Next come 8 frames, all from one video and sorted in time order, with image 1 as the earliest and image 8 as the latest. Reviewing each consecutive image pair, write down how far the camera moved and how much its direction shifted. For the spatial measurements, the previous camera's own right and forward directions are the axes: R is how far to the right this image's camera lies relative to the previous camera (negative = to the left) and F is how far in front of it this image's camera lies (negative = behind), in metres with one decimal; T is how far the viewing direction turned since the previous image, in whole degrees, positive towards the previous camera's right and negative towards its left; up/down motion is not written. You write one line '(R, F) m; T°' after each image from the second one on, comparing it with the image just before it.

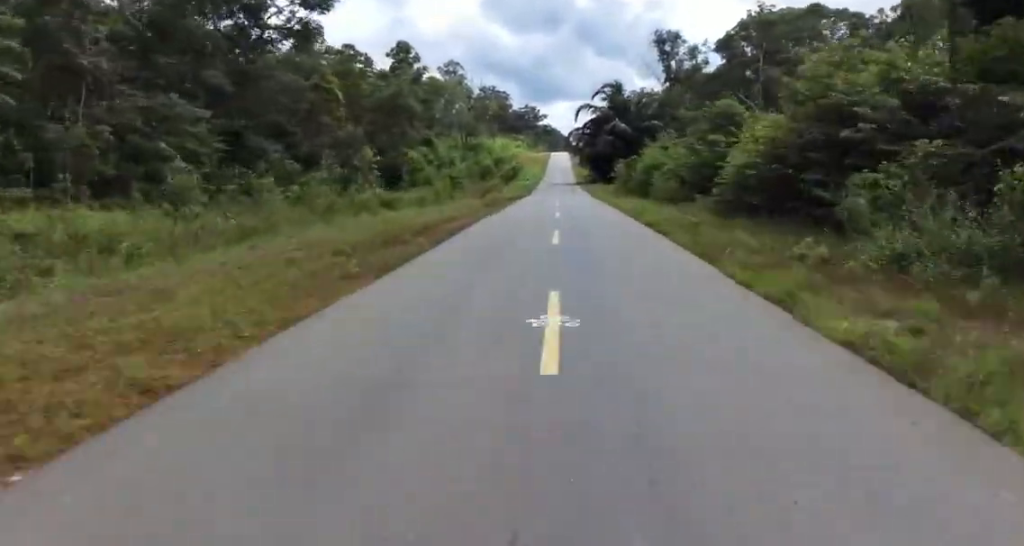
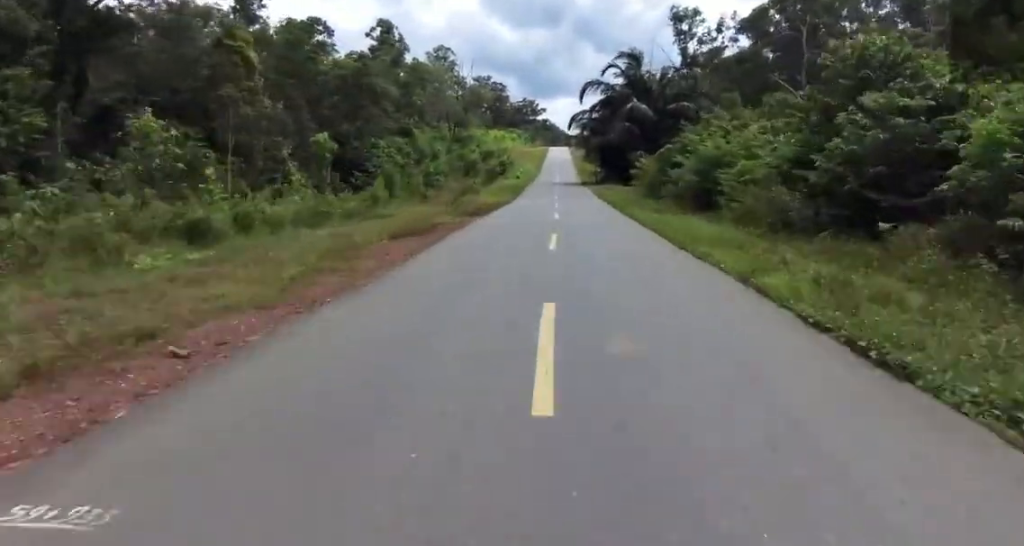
(+0.2, +17.2) m; +1°
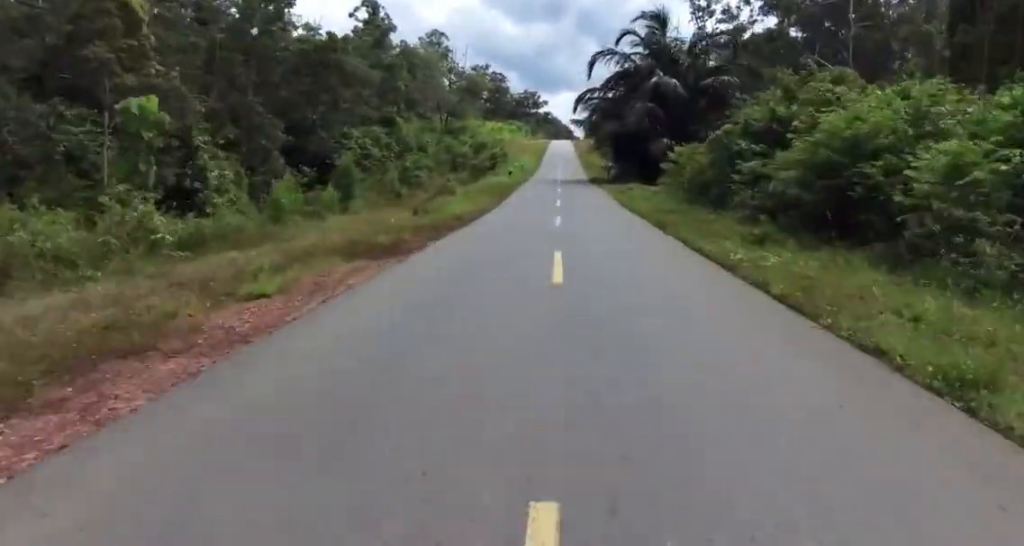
(0.0, +12.1) m; 0°
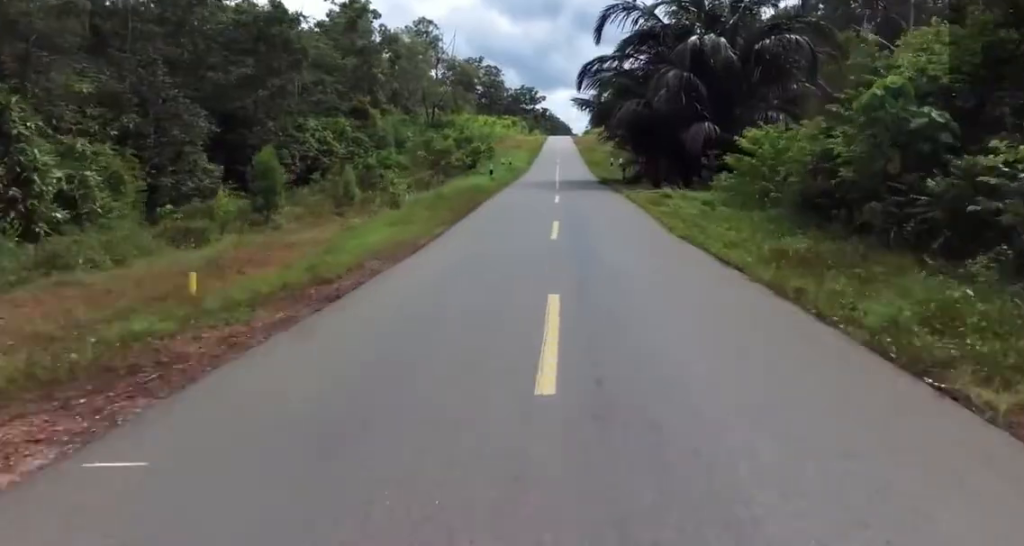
(0.0, +12.8) m; 0°
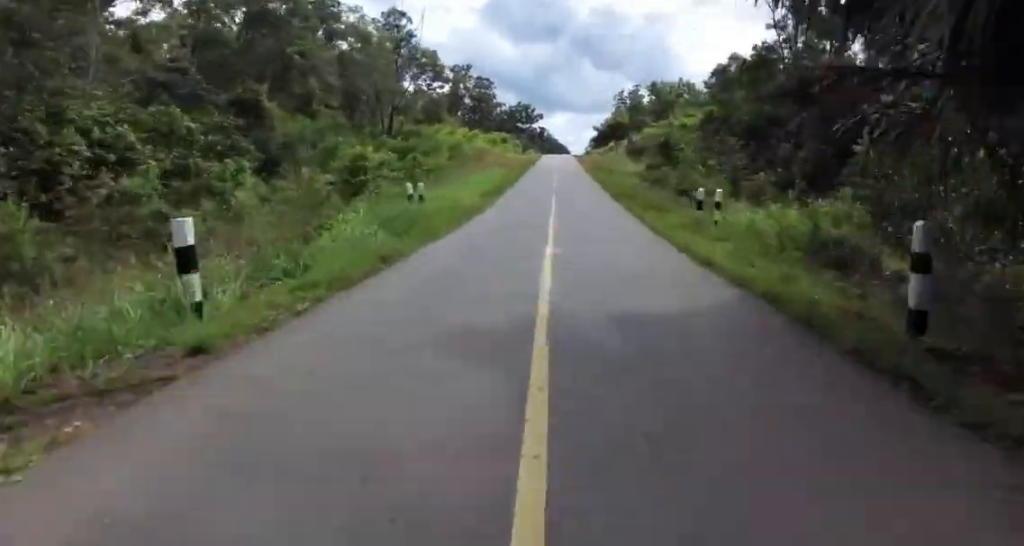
(+0.3, +29.2) m; +1°
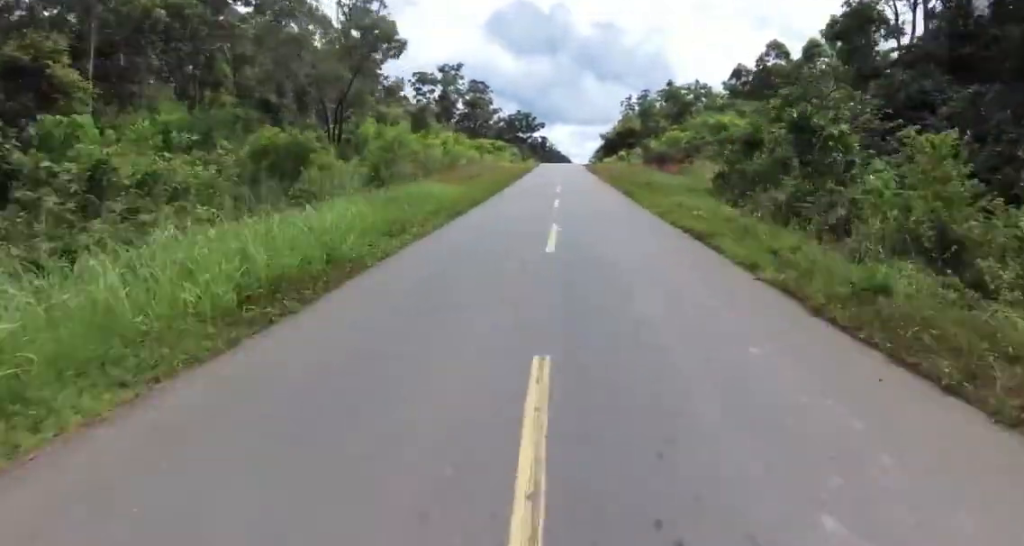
(0.0, +22.4) m; 0°
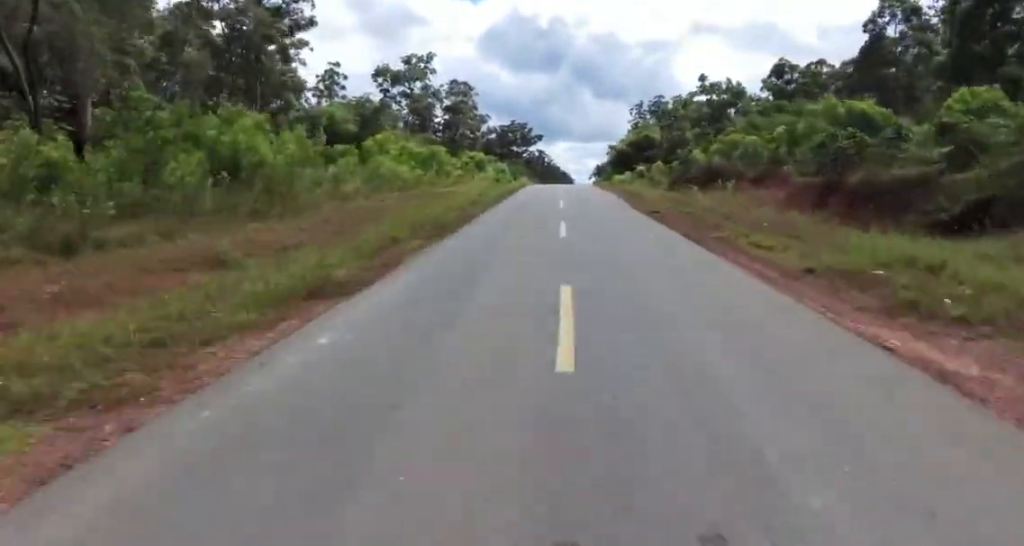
(-0.4, +37.9) m; -1°
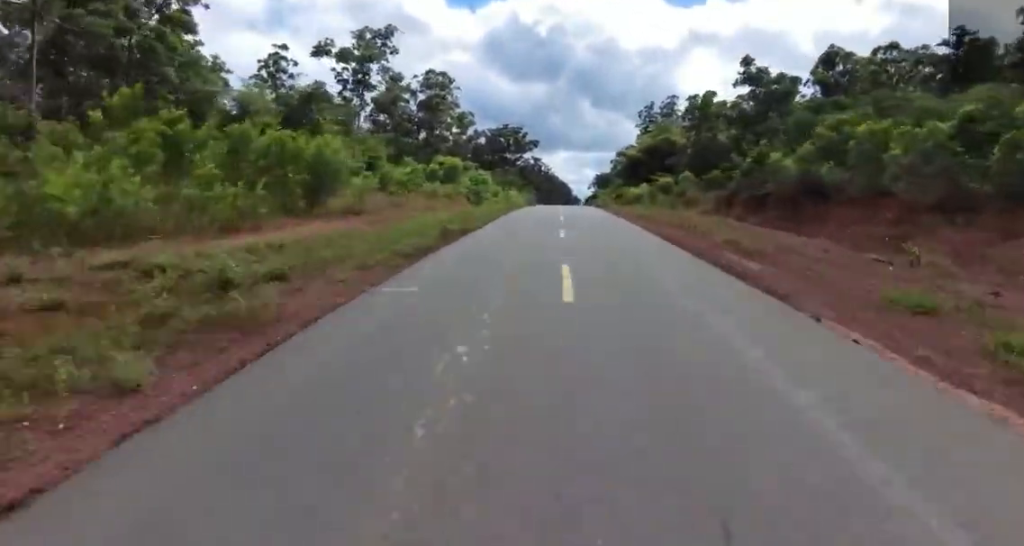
(-0.1, +31.2) m; 0°
